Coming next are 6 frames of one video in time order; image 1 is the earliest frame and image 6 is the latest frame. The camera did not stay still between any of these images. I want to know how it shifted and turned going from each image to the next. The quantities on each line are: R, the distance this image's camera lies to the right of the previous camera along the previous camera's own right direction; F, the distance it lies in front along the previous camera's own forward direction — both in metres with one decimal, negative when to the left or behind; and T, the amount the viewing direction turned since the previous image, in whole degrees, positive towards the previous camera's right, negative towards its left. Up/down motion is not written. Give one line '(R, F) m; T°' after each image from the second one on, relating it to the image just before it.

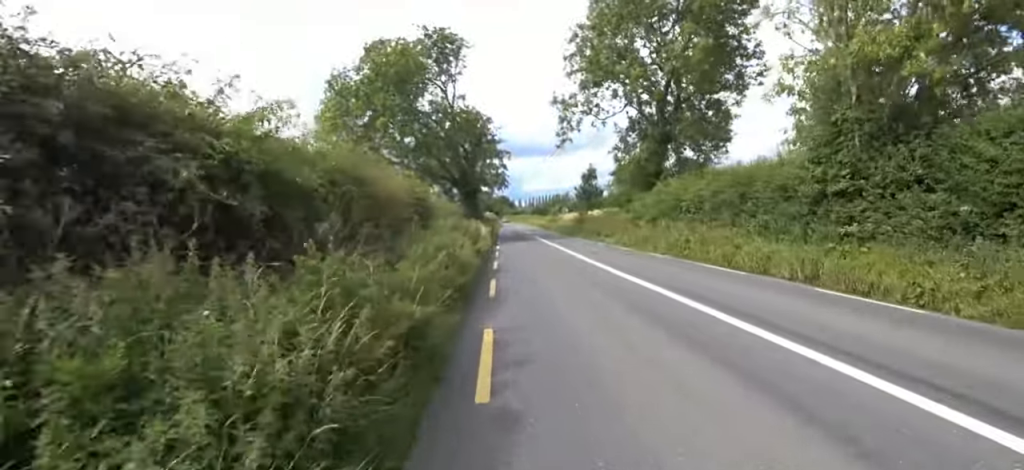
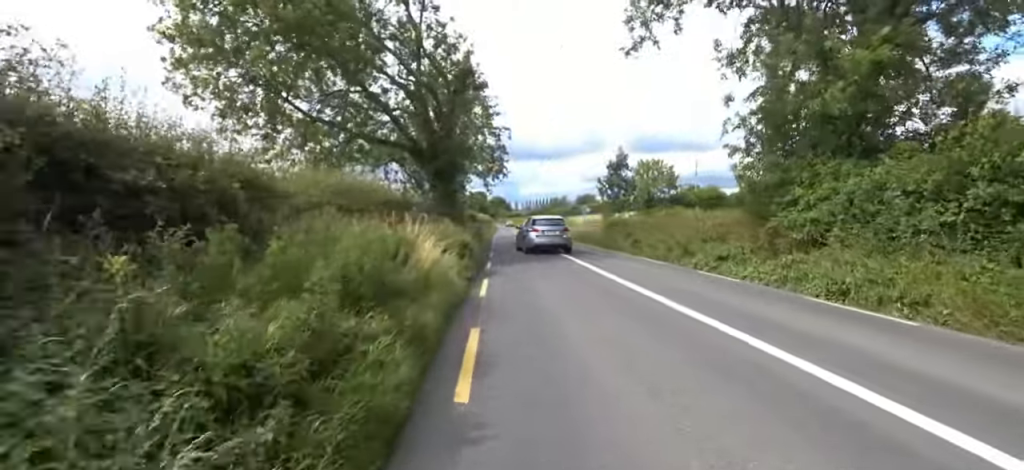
(-0.1, +14.0) m; 0°
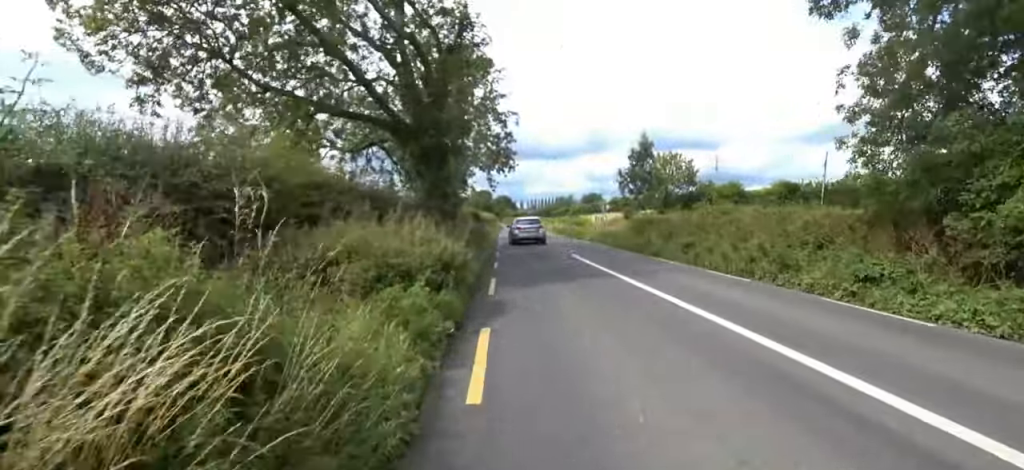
(+0.2, +4.8) m; 0°
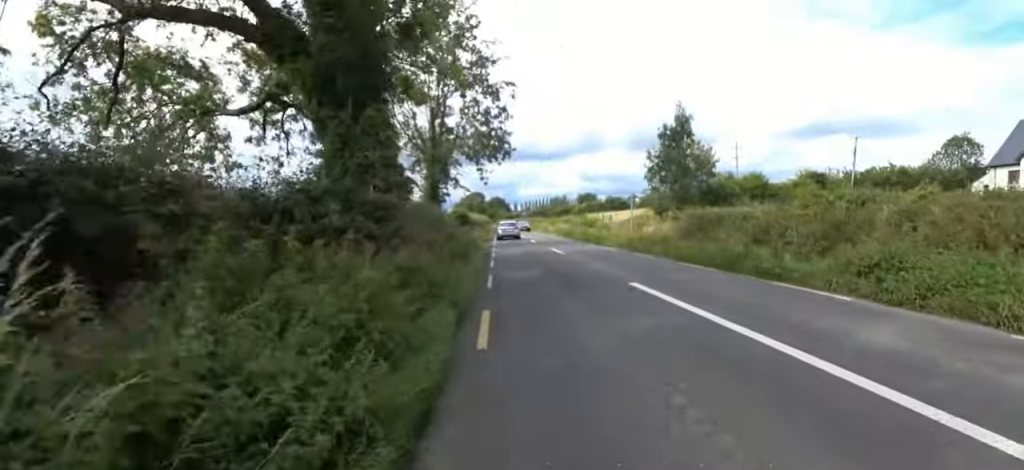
(-0.2, +7.7) m; +4°
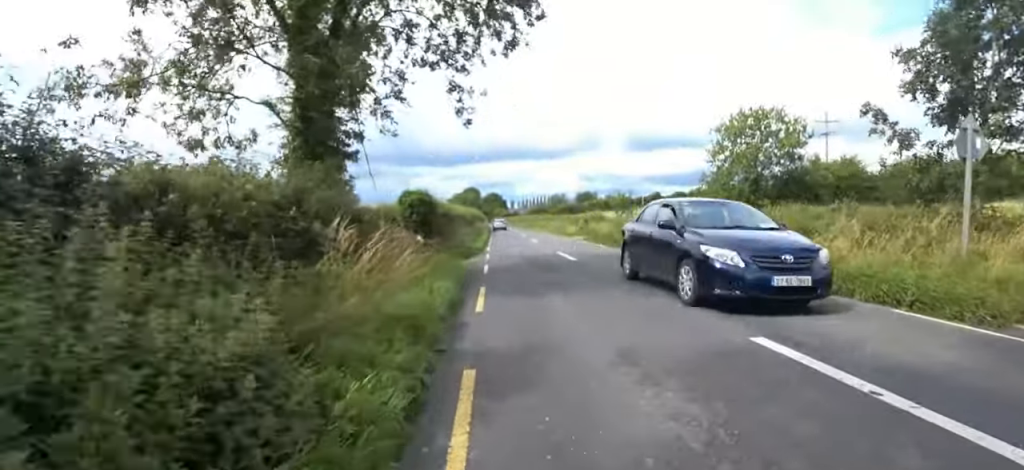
(+0.1, +15.9) m; -4°
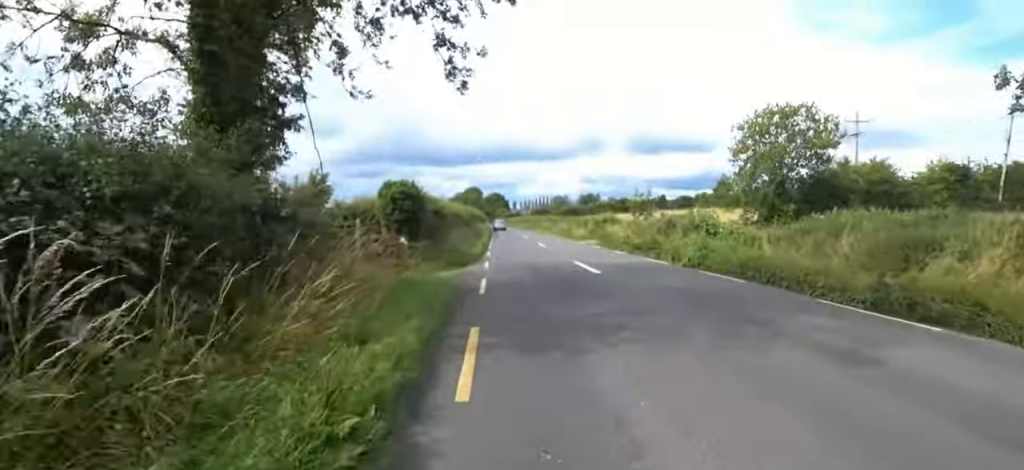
(+0.1, +3.2) m; 0°
